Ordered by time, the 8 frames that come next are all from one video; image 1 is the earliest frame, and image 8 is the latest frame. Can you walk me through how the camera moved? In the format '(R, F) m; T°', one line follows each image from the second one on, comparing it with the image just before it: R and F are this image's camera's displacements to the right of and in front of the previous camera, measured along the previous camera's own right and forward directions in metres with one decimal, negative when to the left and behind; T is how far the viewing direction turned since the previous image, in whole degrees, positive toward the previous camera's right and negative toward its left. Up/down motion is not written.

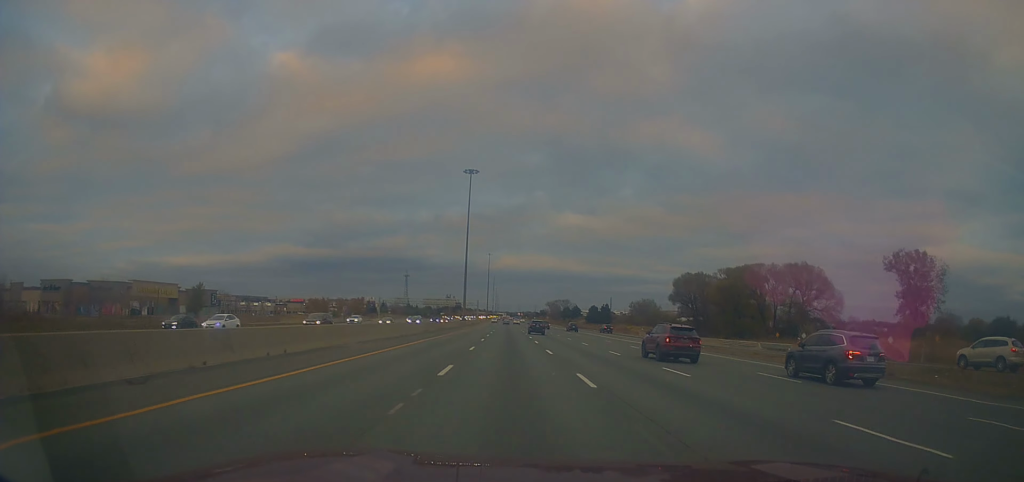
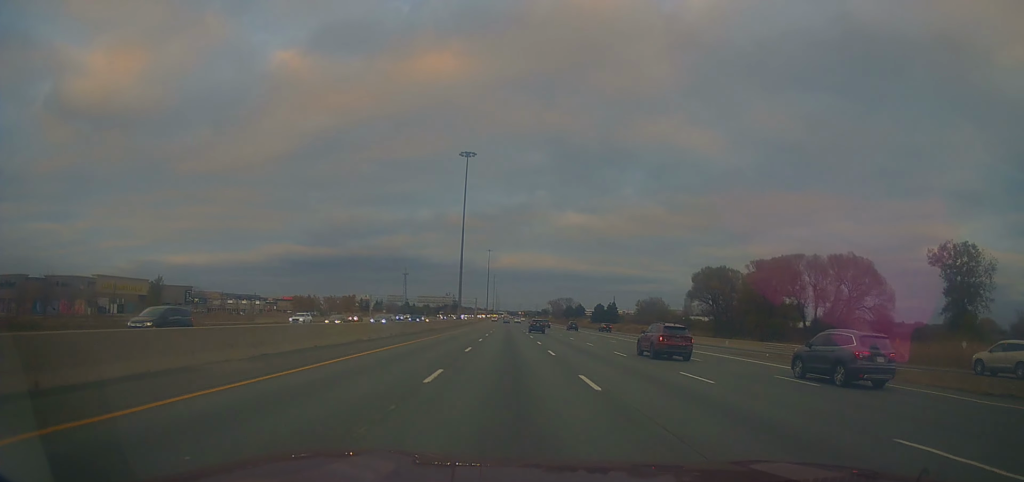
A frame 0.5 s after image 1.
(+0.1, +13.8) m; 0°
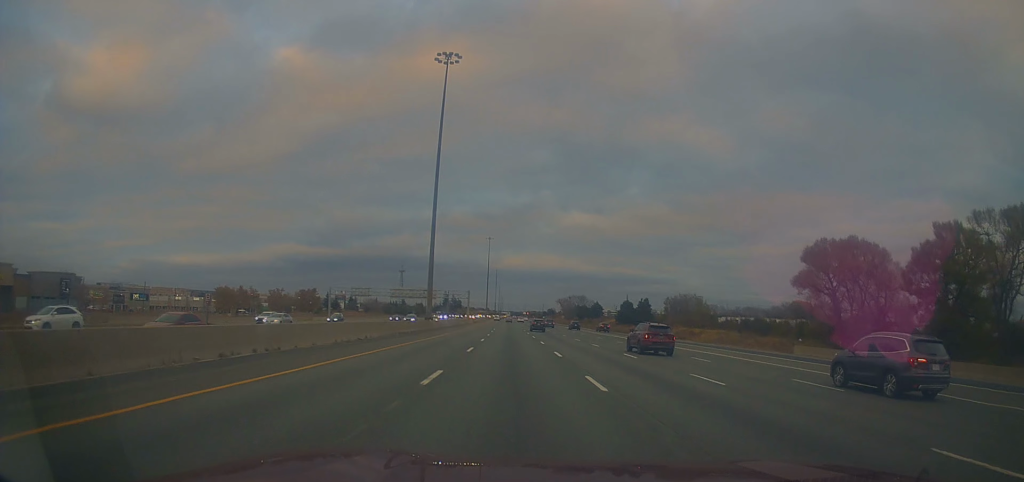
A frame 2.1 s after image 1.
(-0.7, +47.3) m; -3°
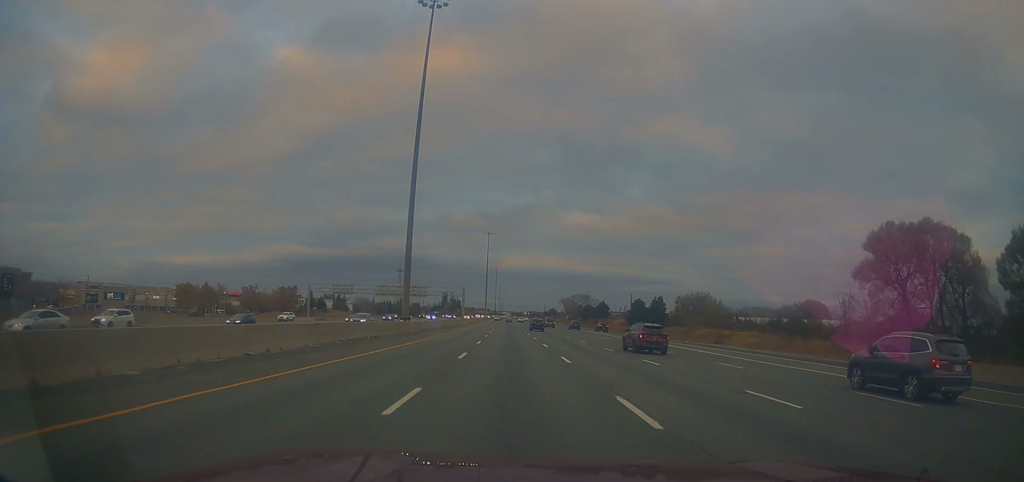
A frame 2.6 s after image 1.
(-0.2, +15.7) m; 0°
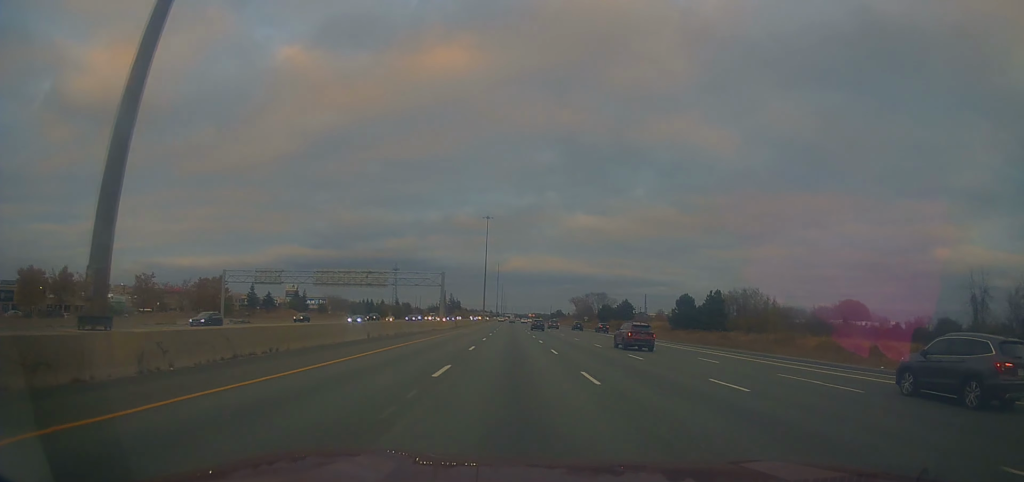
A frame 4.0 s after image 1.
(+1.3, +42.3) m; +1°
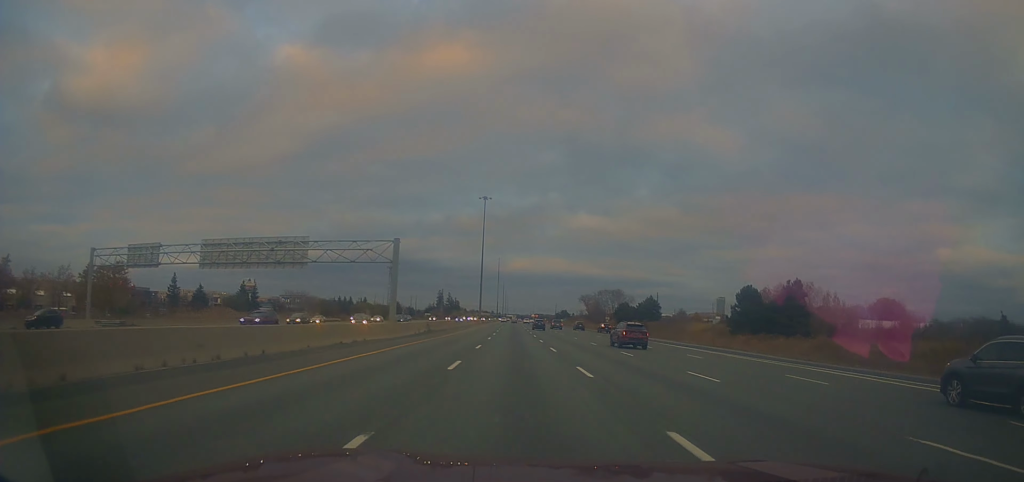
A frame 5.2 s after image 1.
(-1.1, +33.4) m; -2°
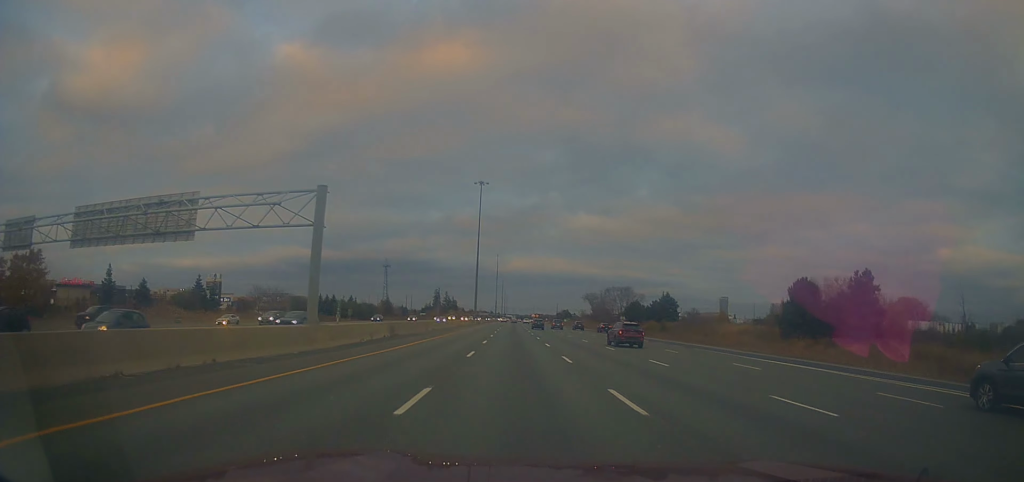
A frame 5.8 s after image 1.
(+0.1, +18.7) m; +1°
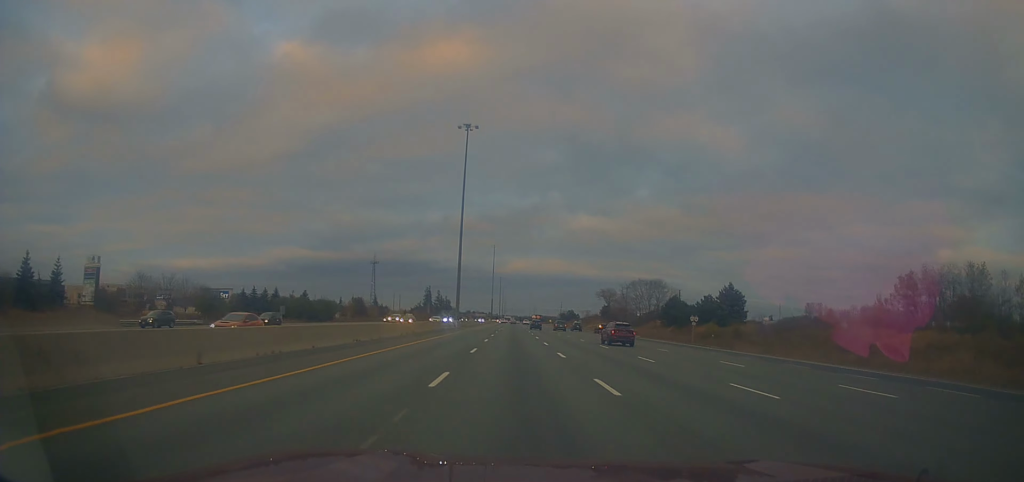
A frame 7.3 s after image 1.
(+1.2, +45.2) m; +1°
